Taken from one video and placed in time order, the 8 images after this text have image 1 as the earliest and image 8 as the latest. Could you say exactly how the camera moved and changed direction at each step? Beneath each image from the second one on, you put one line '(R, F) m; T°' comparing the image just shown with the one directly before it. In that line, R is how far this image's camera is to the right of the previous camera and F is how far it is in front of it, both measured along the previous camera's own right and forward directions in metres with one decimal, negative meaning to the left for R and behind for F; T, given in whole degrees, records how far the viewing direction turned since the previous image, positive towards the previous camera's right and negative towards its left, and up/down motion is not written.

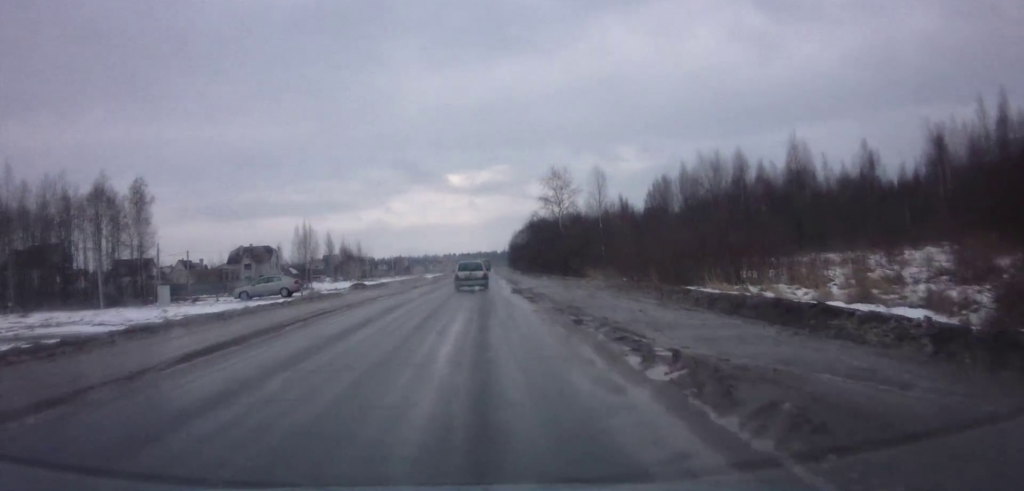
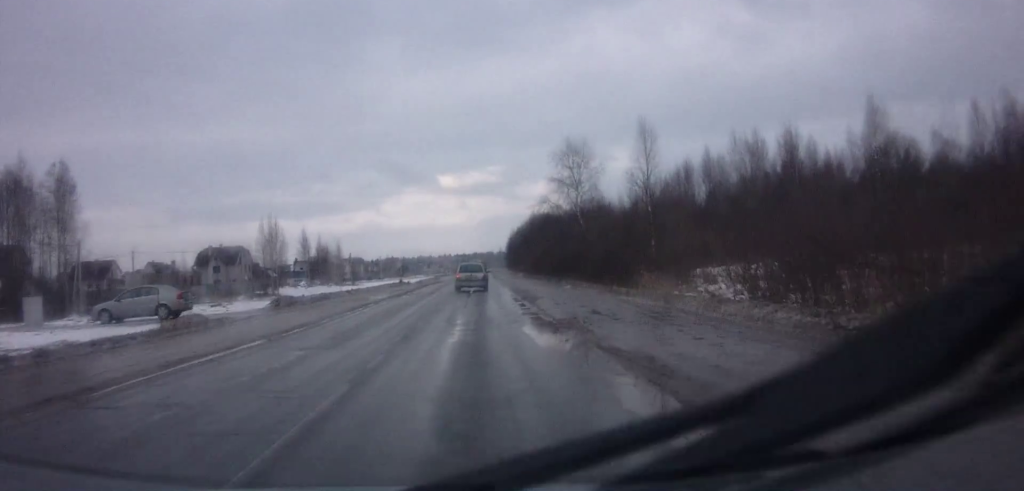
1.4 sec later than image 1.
(+0.4, +20.5) m; +1°
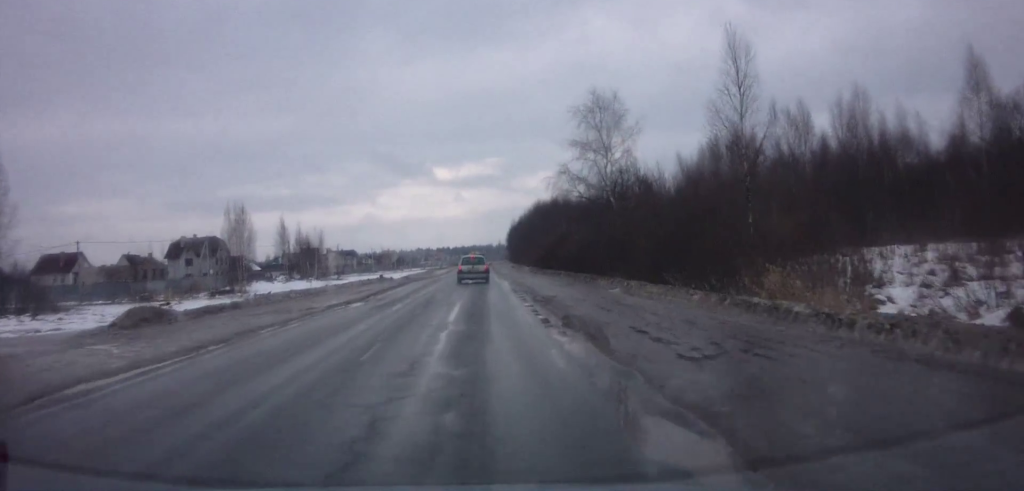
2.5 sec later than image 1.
(-0.2, +15.8) m; -1°
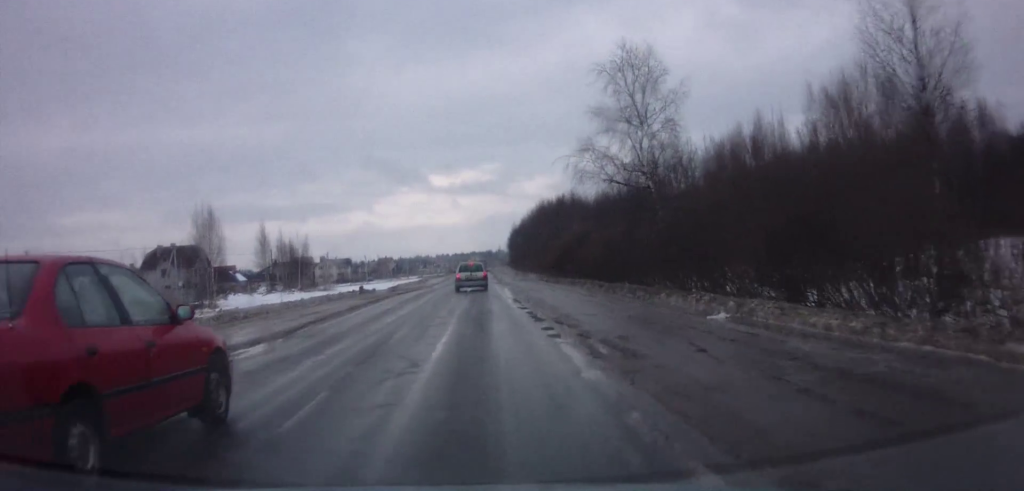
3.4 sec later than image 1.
(0.0, +12.1) m; 0°
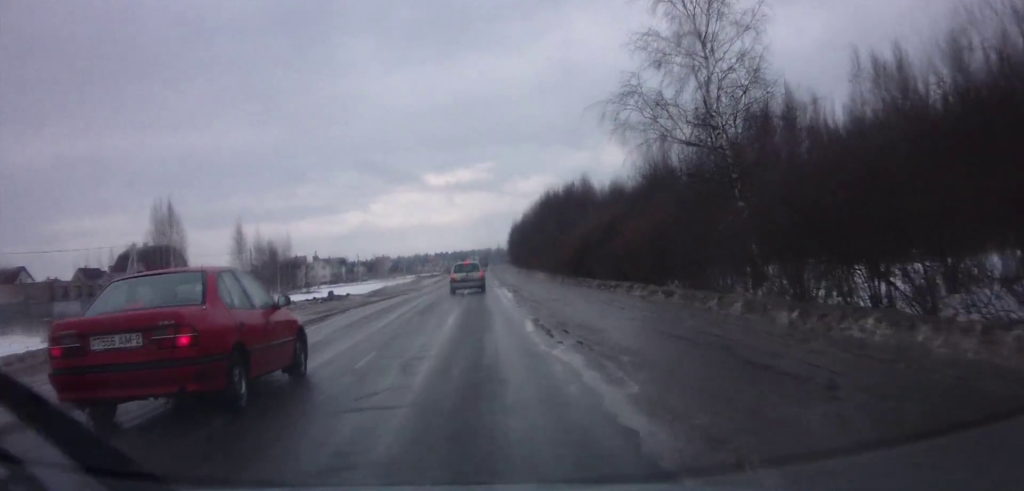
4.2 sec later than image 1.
(+0.1, +12.1) m; 0°
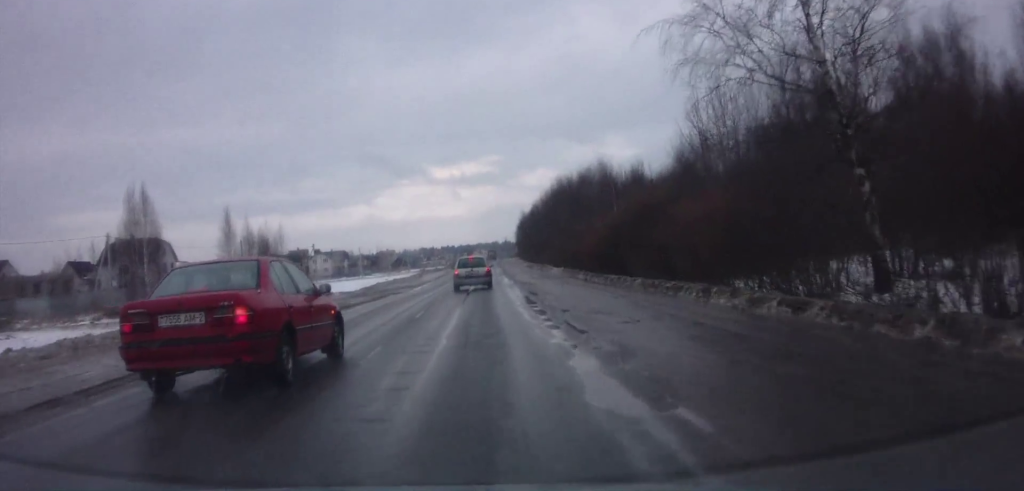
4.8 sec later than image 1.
(0.0, +8.1) m; 0°
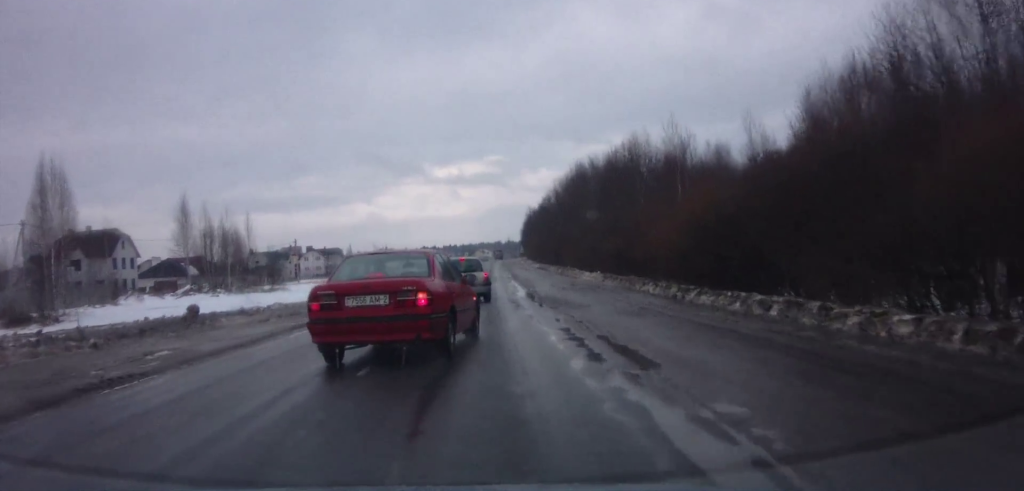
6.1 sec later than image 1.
(0.0, +18.6) m; 0°
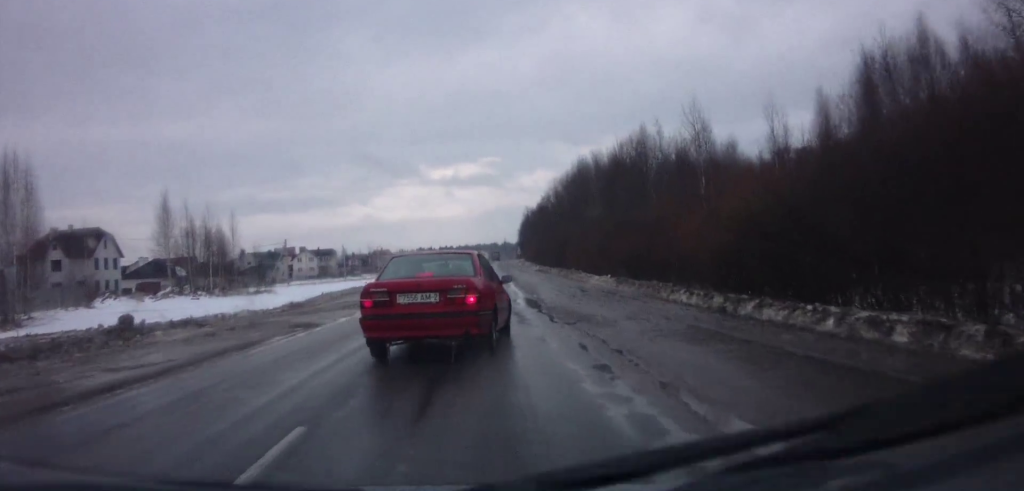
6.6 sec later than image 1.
(0.0, +5.5) m; 0°
